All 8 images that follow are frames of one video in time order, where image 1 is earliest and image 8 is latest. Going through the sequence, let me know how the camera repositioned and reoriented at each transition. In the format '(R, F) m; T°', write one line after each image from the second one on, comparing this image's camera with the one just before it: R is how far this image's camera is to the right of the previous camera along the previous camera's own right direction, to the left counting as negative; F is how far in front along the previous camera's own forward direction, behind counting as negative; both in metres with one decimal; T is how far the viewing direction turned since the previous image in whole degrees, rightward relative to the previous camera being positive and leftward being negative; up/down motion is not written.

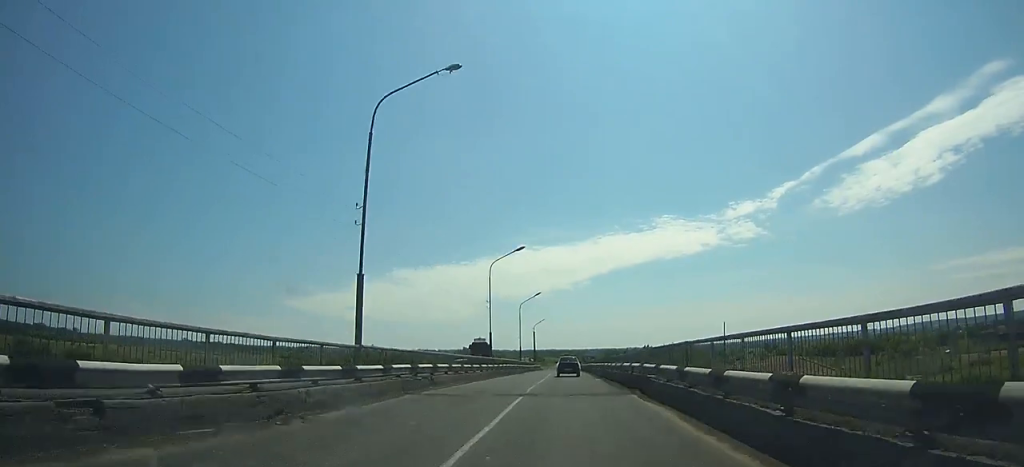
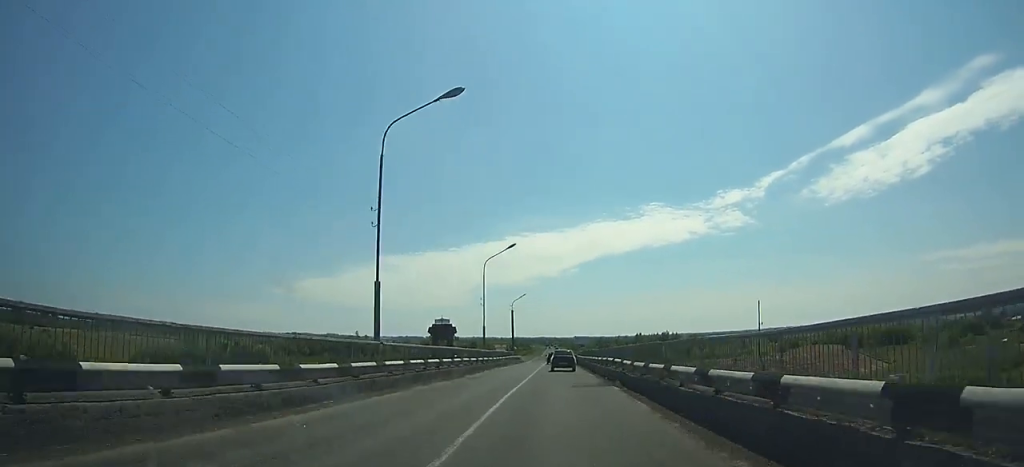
(+0.3, +27.3) m; 0°
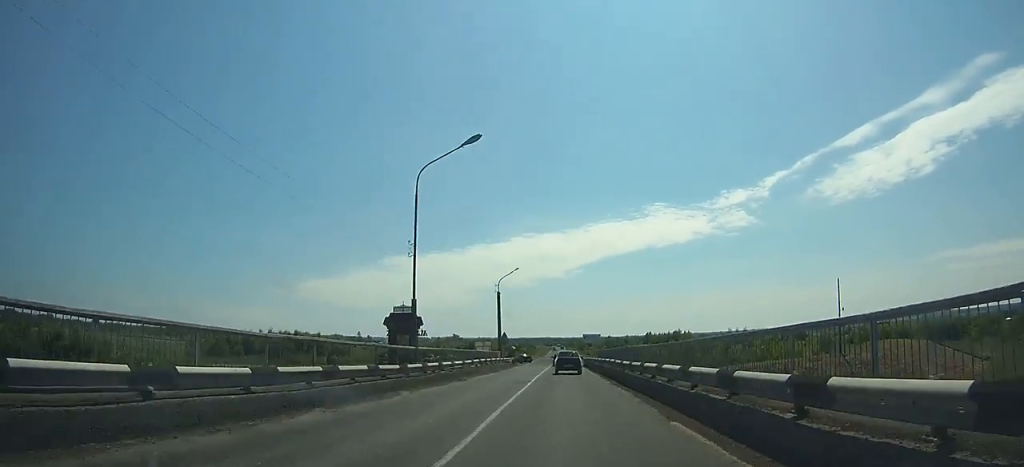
(-0.1, +26.8) m; +2°
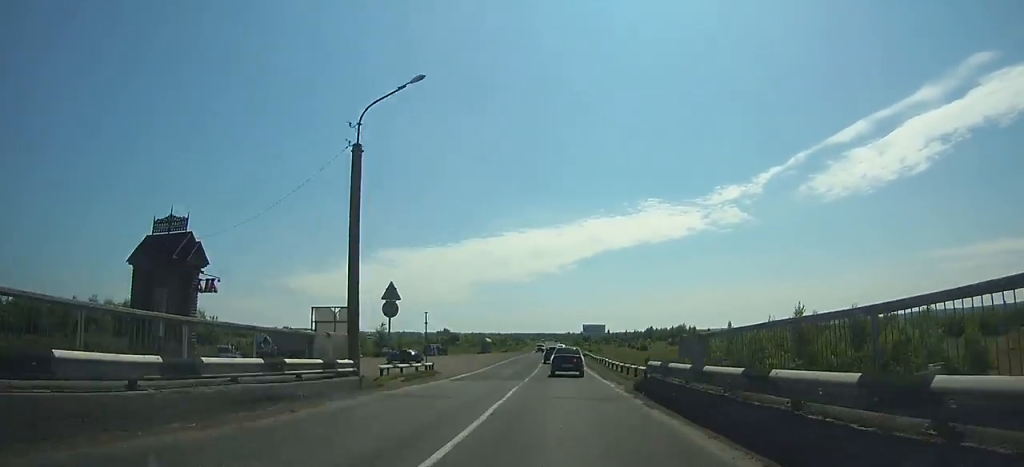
(+2.2, +40.7) m; -1°
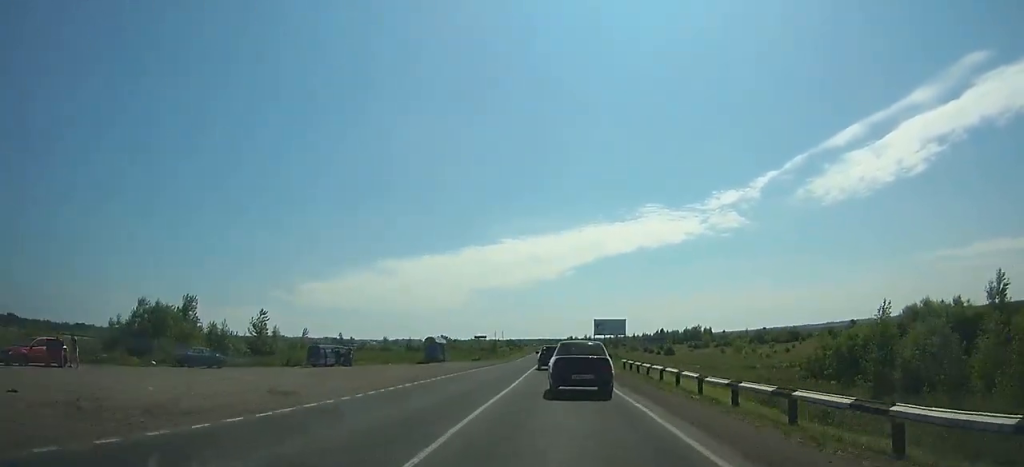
(-3.7, +44.6) m; -3°
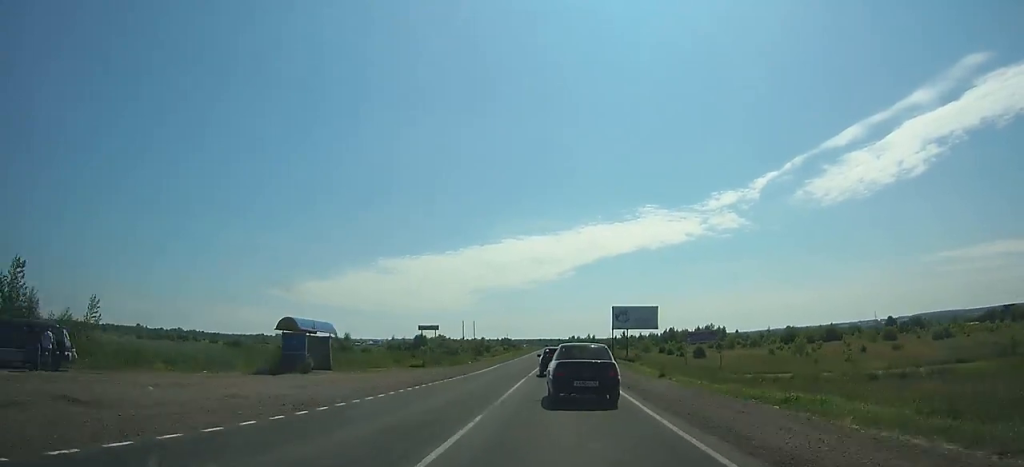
(+1.2, +36.5) m; +1°
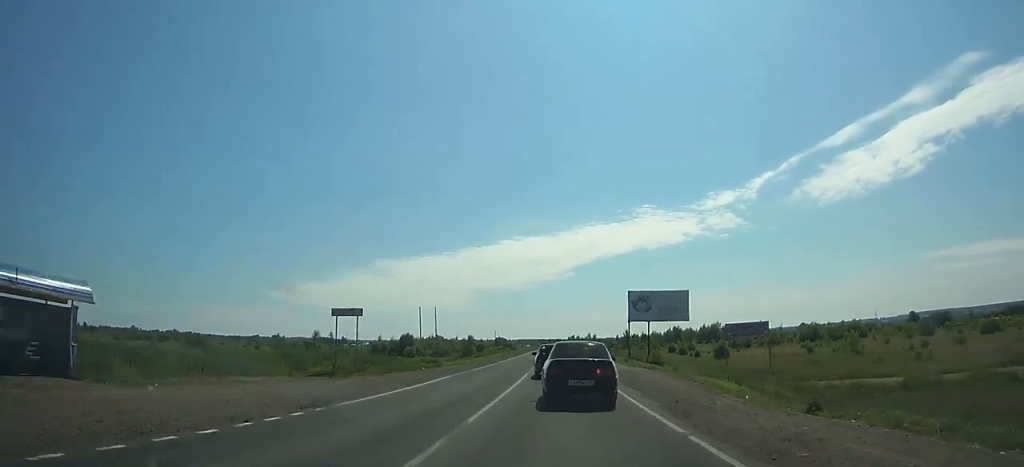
(-0.1, +19.0) m; 0°
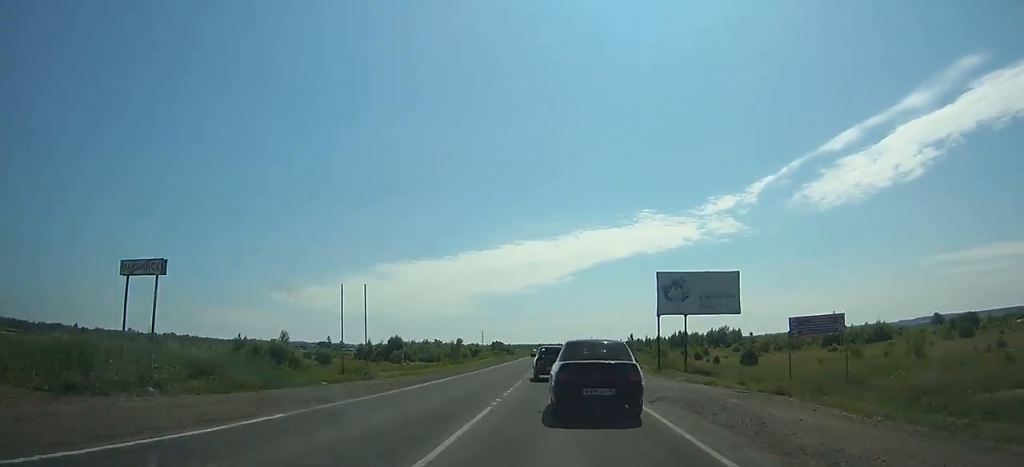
(0.0, +17.9) m; 0°
